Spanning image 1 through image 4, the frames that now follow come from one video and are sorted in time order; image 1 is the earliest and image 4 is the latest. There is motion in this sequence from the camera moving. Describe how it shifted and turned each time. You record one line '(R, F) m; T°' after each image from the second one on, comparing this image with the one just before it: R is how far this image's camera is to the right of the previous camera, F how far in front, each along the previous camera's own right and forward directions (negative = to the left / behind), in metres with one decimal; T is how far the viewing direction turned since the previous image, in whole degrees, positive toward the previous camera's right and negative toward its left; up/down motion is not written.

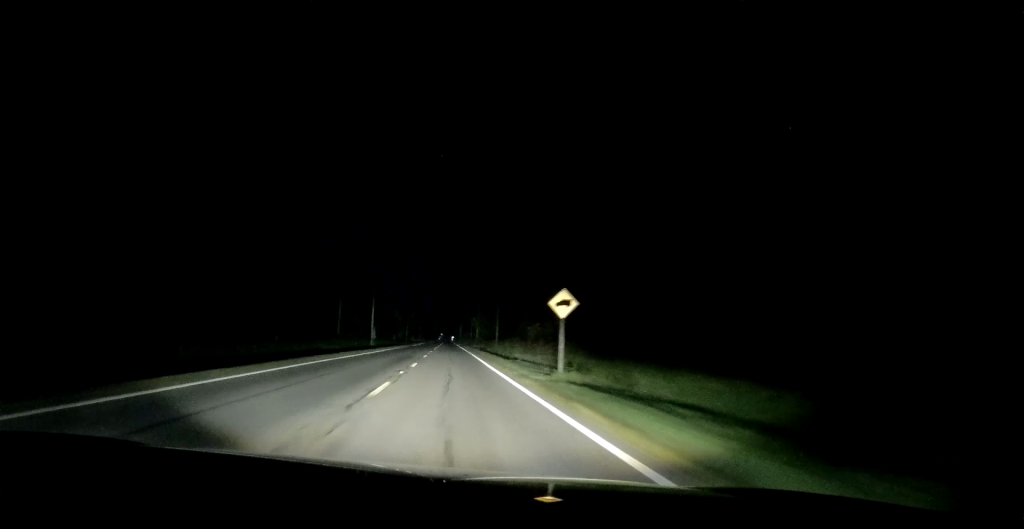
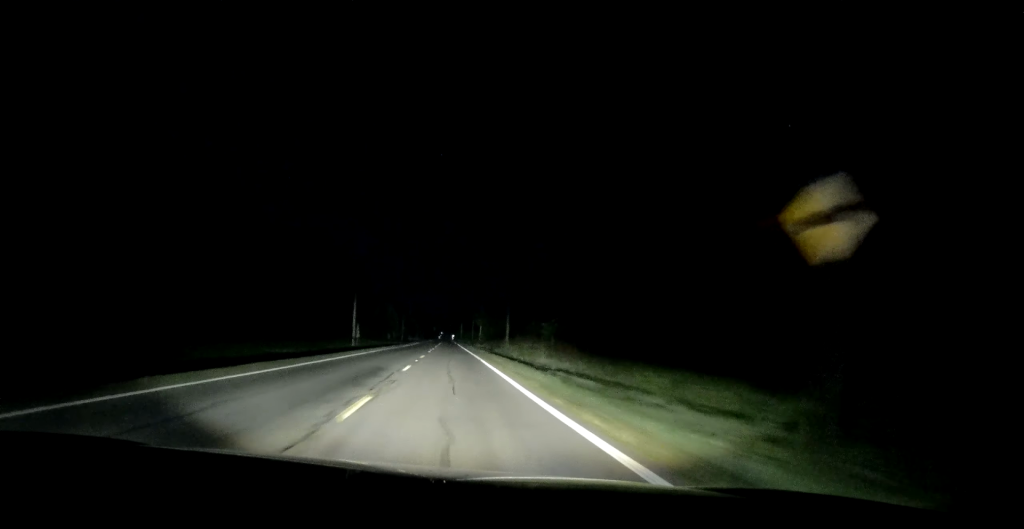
(0.0, +15.4) m; 0°
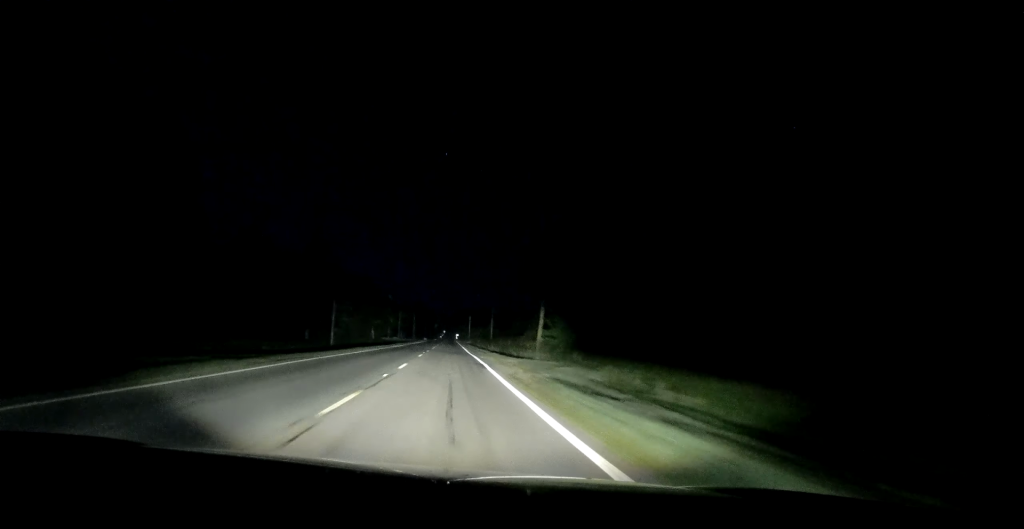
(0.0, +86.7) m; 0°
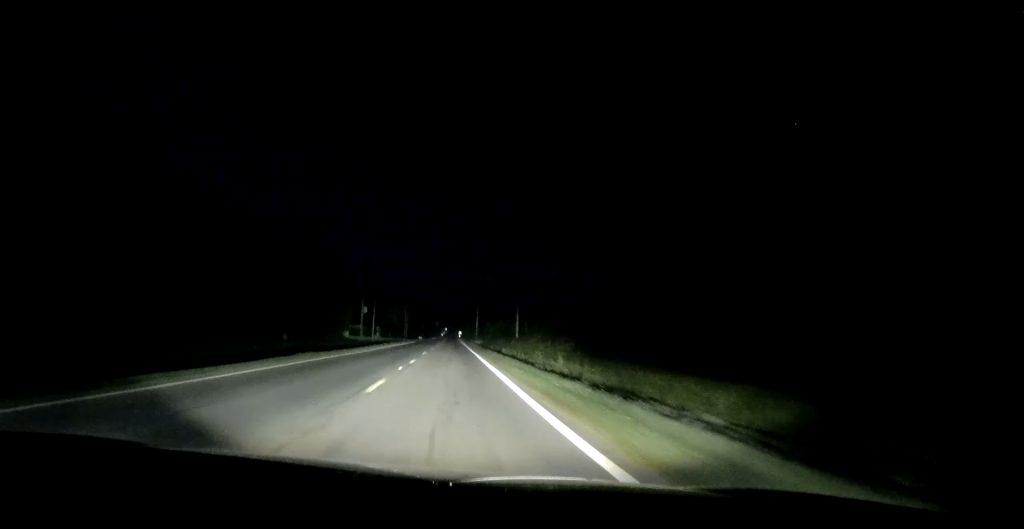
(0.0, +45.7) m; 0°
